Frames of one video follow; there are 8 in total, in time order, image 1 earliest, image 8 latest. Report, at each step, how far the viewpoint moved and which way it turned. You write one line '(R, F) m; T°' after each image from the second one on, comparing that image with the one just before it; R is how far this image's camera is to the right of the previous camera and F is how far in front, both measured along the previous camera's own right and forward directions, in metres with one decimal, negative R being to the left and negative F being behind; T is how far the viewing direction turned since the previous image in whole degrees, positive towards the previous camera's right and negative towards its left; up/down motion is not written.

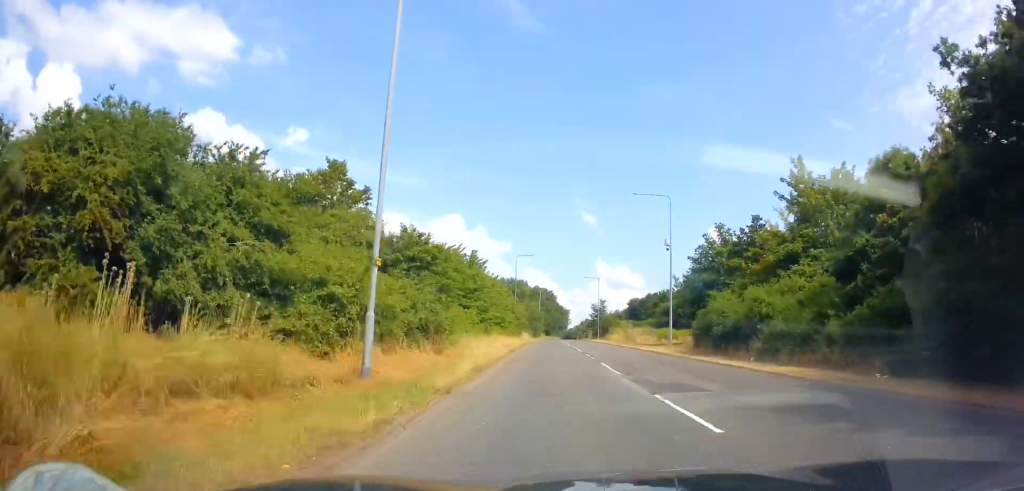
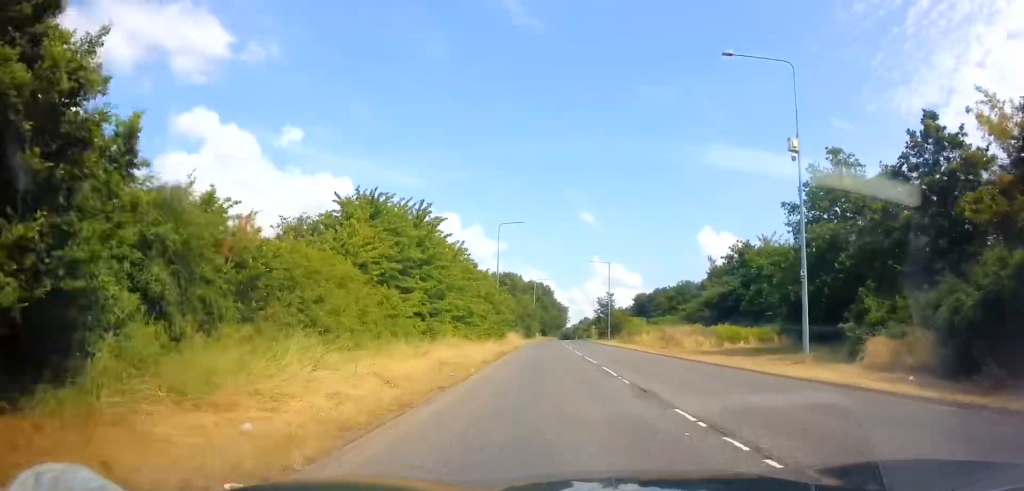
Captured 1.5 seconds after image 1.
(-0.1, +19.9) m; 0°
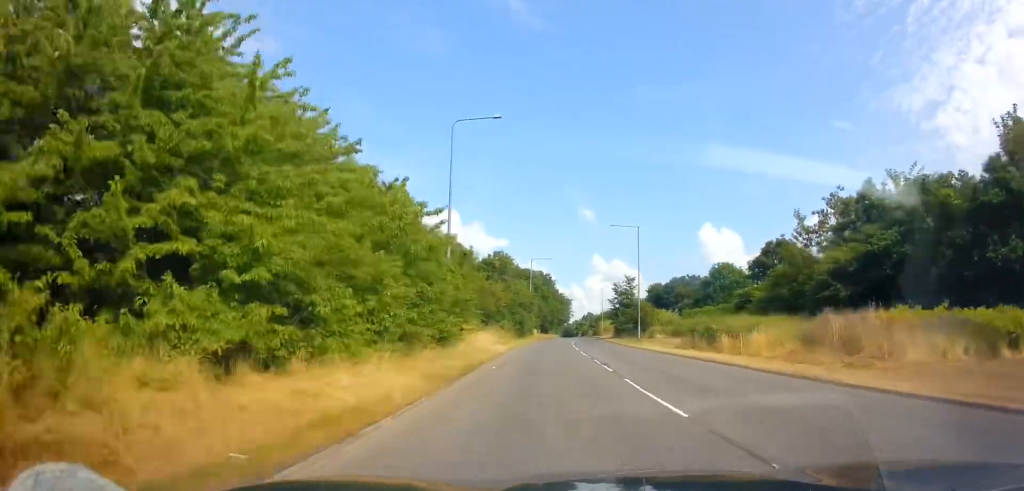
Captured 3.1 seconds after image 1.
(0.0, +23.4) m; 0°
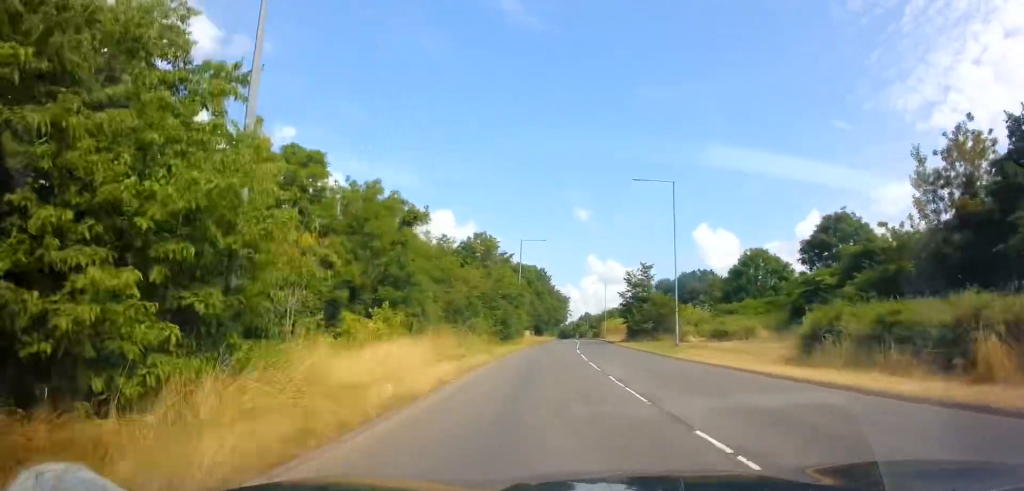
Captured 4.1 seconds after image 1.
(0.0, +15.1) m; 0°
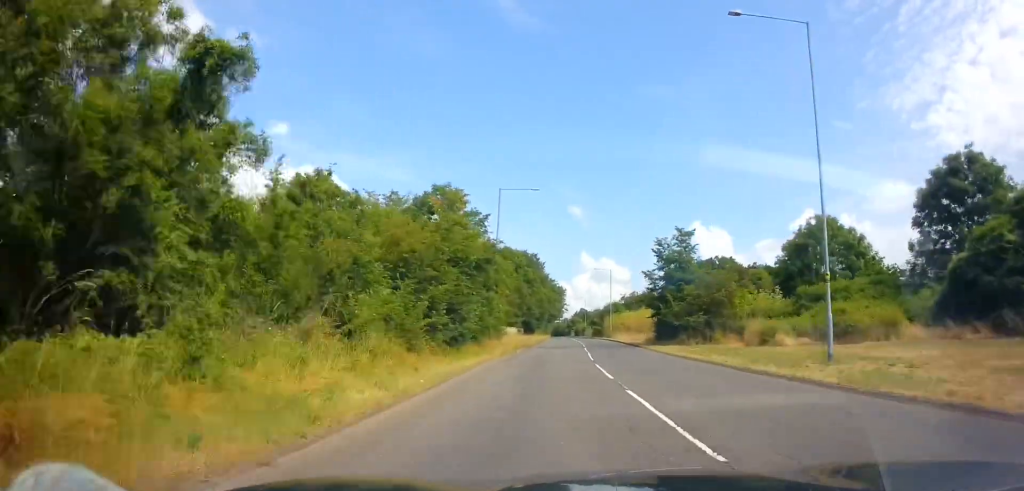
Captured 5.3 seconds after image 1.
(+0.1, +19.7) m; +1°
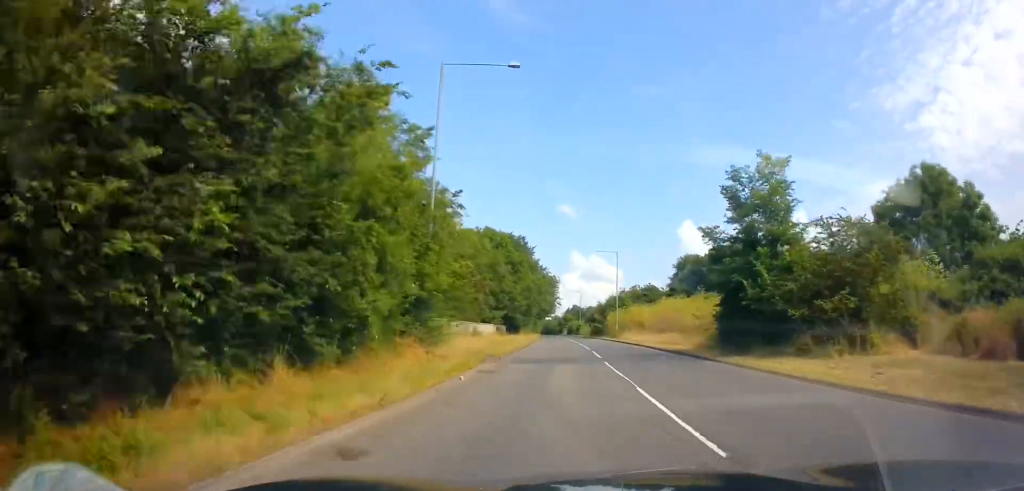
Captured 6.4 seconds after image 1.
(+0.2, +17.2) m; 0°
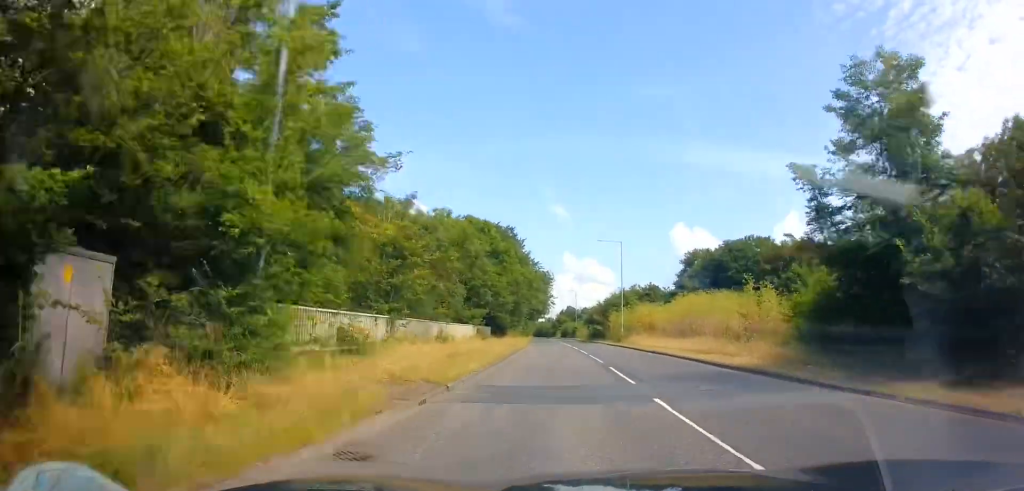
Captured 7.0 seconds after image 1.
(-0.2, +10.1) m; +1°
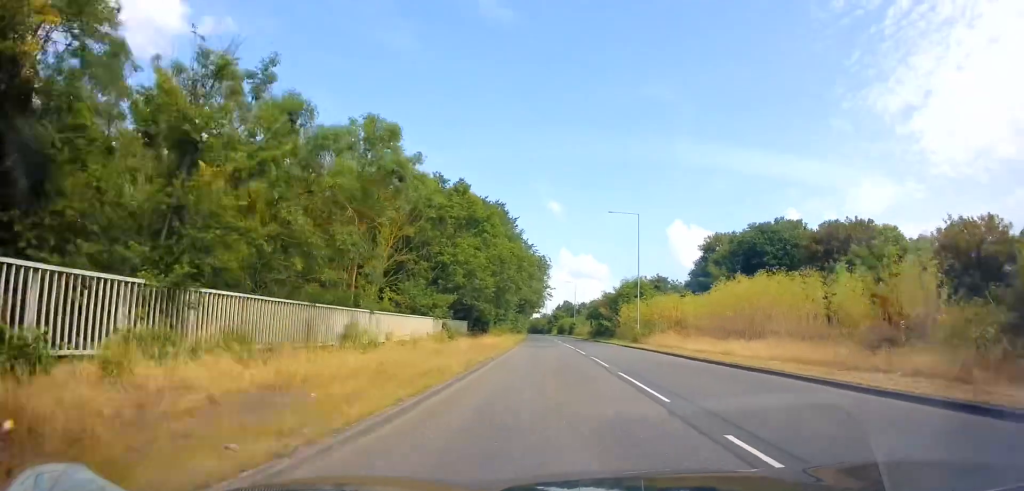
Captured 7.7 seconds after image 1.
(+0.3, +12.6) m; +1°
